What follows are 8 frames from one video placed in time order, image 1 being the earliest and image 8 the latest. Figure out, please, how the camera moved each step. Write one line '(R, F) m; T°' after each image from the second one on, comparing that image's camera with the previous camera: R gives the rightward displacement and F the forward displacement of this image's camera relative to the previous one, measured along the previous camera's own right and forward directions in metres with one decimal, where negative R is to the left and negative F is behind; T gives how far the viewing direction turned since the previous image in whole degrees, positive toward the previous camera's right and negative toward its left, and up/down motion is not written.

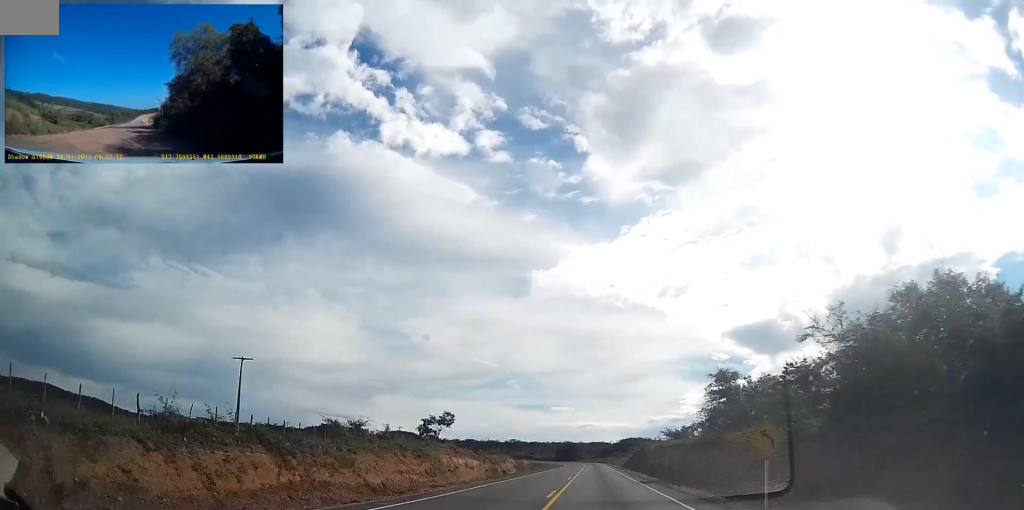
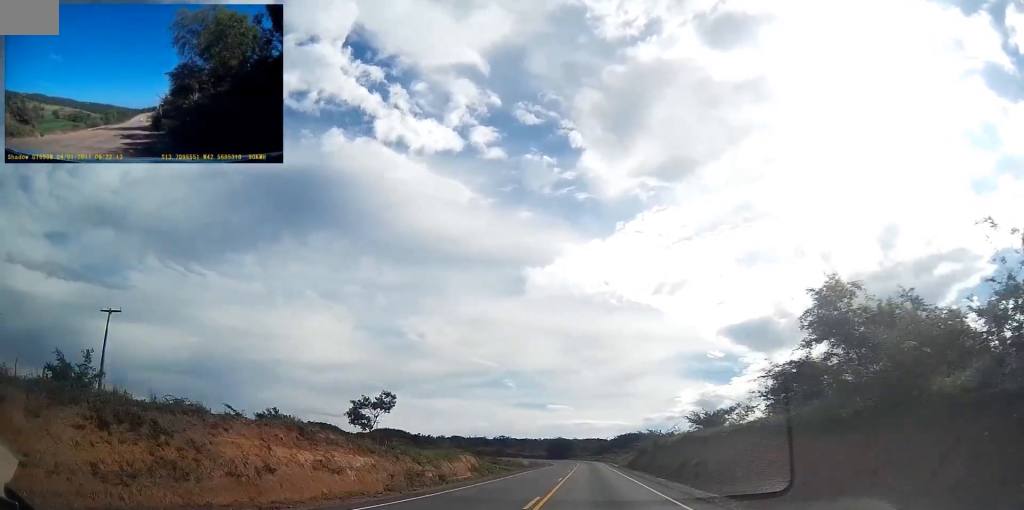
(0.0, +19.9) m; 0°
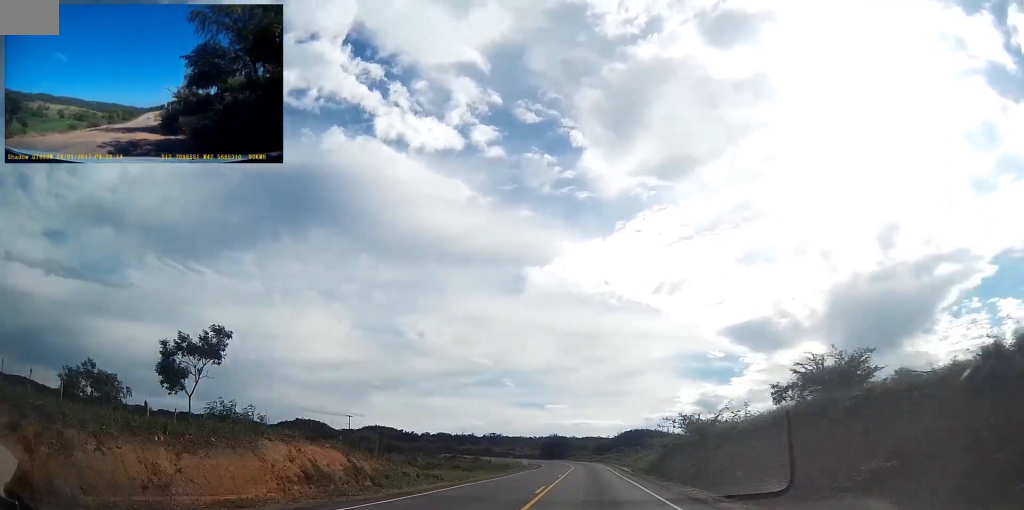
(0.0, +25.2) m; 0°
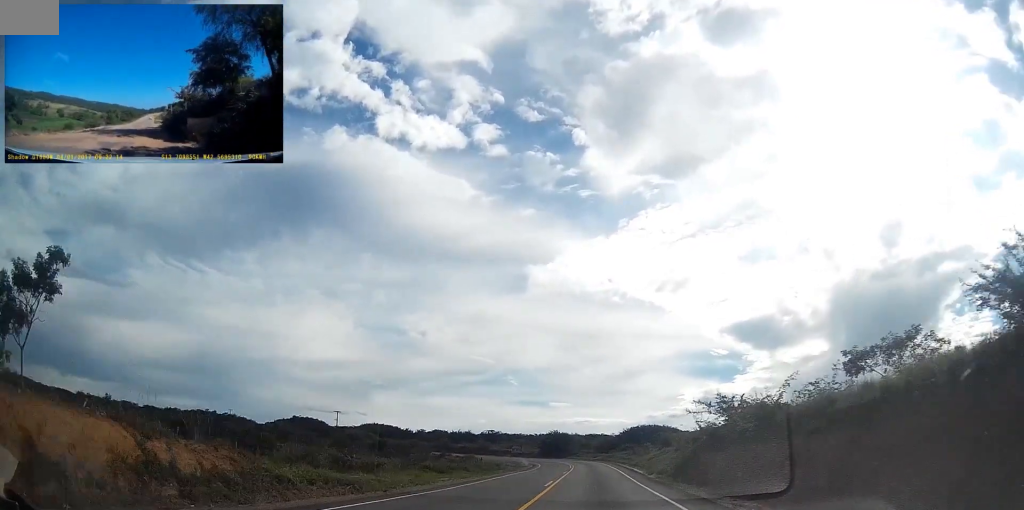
(0.0, +11.2) m; 0°
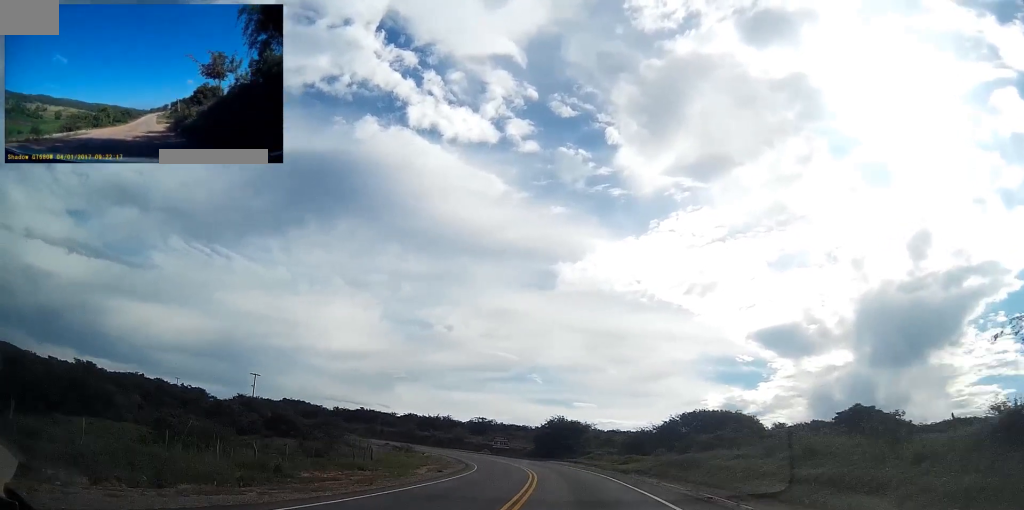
(-0.3, +58.8) m; -2°
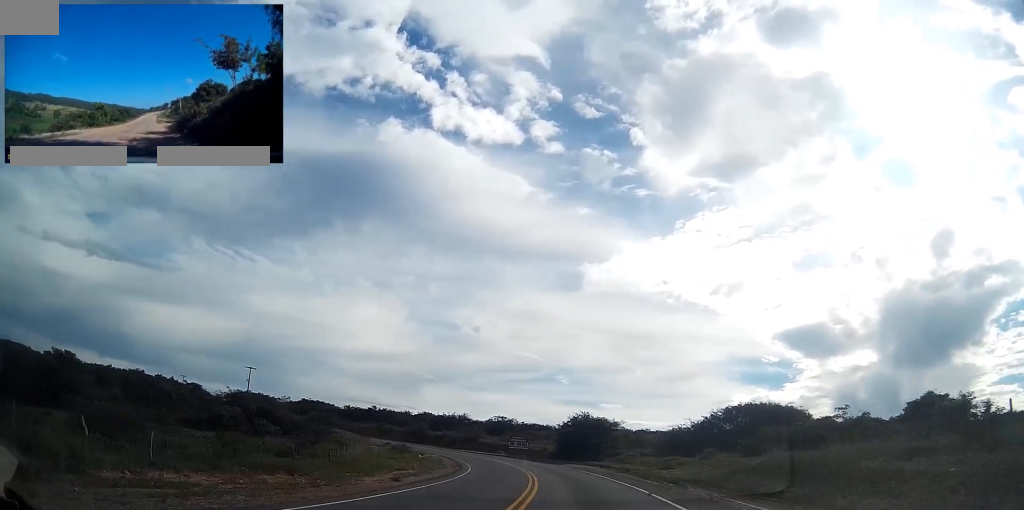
(+0.1, +12.9) m; -1°
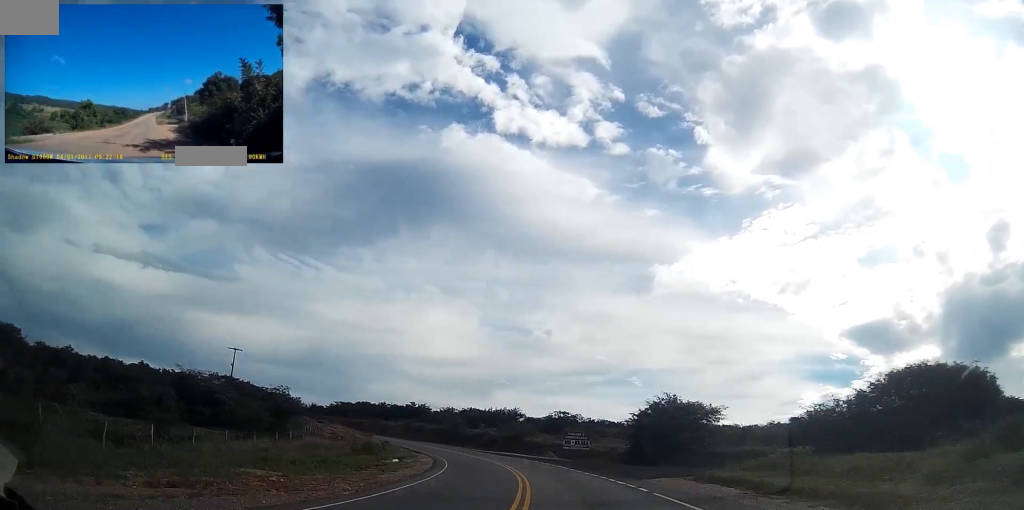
(-1.0, +28.6) m; -5°
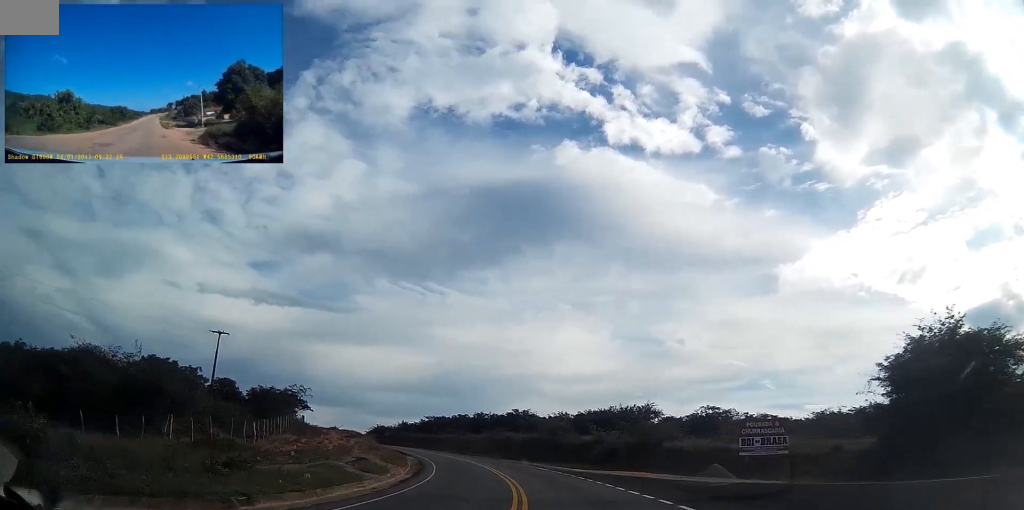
(-2.9, +35.3) m; -11°
